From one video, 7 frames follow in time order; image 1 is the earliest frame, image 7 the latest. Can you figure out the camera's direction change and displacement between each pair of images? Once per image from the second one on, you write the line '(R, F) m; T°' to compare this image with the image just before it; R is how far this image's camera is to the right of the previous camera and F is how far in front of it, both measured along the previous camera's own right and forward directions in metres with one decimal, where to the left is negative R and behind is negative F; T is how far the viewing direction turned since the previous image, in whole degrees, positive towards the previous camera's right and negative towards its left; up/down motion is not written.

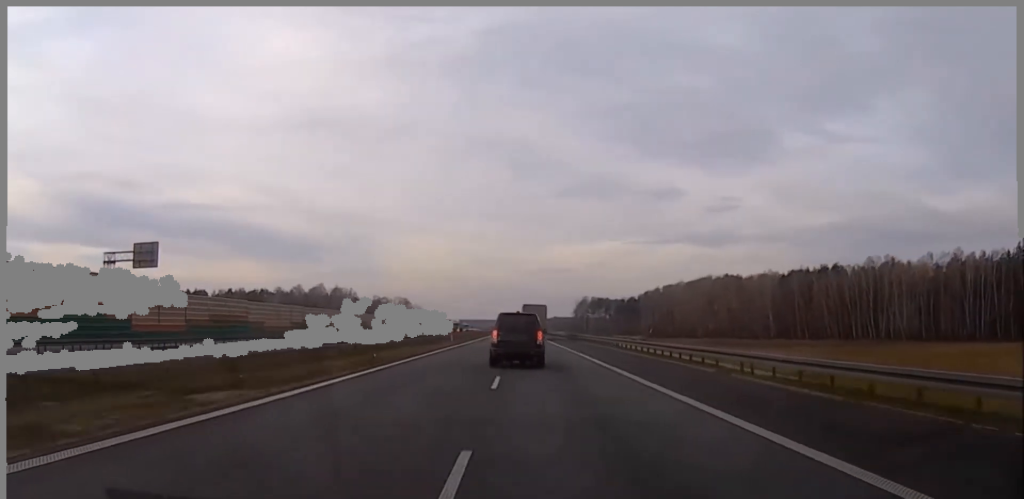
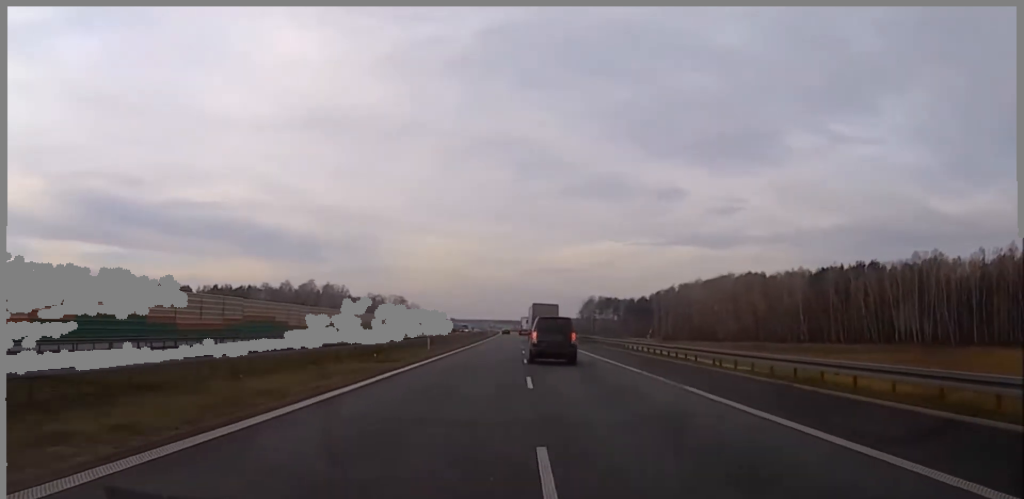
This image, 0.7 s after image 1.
(0.0, +18.8) m; 0°
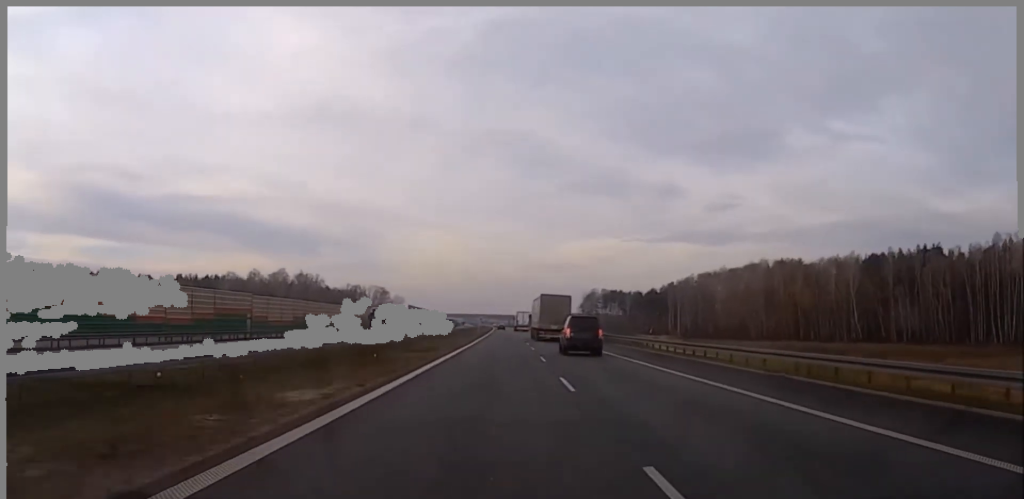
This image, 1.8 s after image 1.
(0.0, +29.5) m; 0°
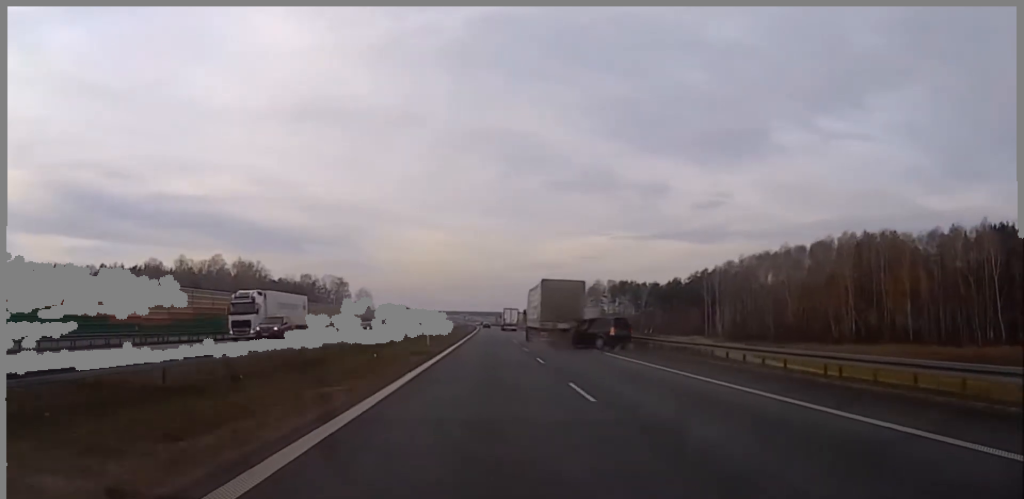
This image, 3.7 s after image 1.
(0.0, +51.1) m; 0°
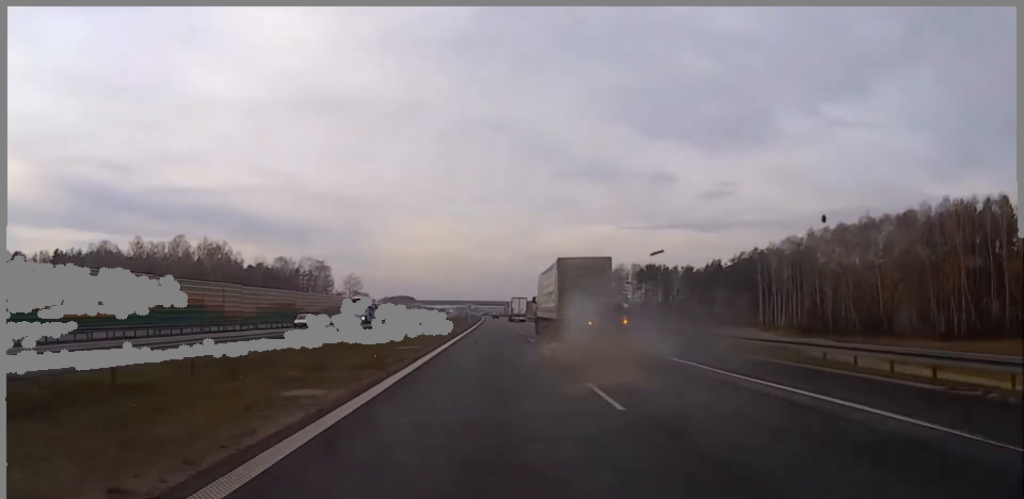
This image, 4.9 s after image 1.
(0.0, +33.3) m; 0°
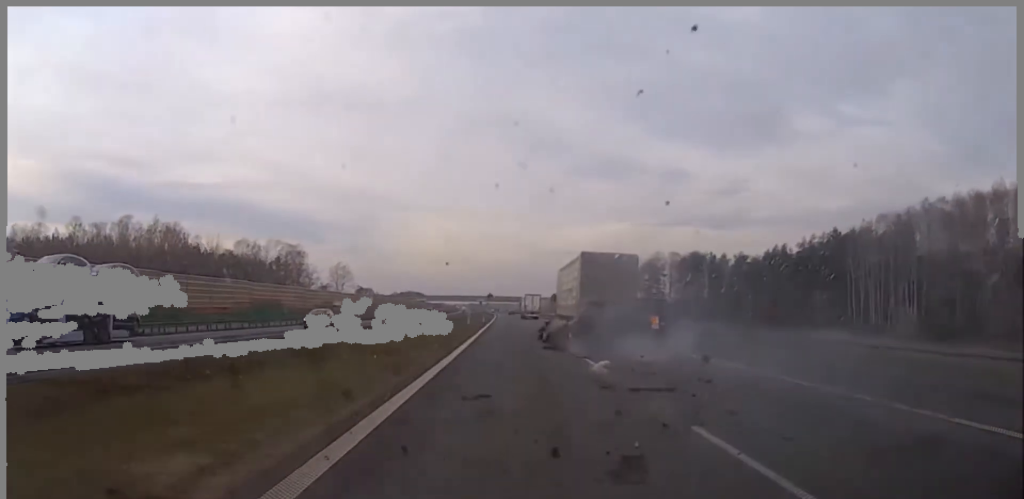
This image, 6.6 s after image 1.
(0.0, +48.5) m; 0°
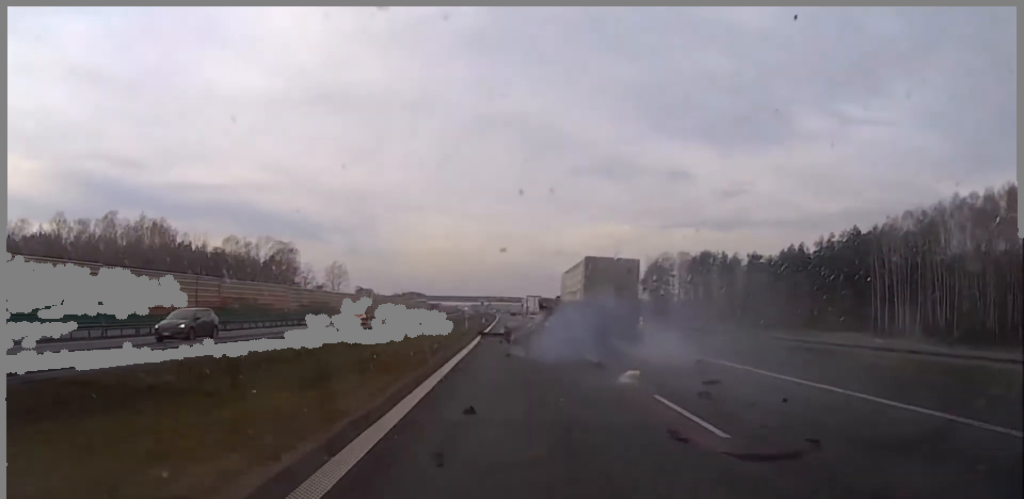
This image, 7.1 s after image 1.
(0.0, +13.1) m; 0°
